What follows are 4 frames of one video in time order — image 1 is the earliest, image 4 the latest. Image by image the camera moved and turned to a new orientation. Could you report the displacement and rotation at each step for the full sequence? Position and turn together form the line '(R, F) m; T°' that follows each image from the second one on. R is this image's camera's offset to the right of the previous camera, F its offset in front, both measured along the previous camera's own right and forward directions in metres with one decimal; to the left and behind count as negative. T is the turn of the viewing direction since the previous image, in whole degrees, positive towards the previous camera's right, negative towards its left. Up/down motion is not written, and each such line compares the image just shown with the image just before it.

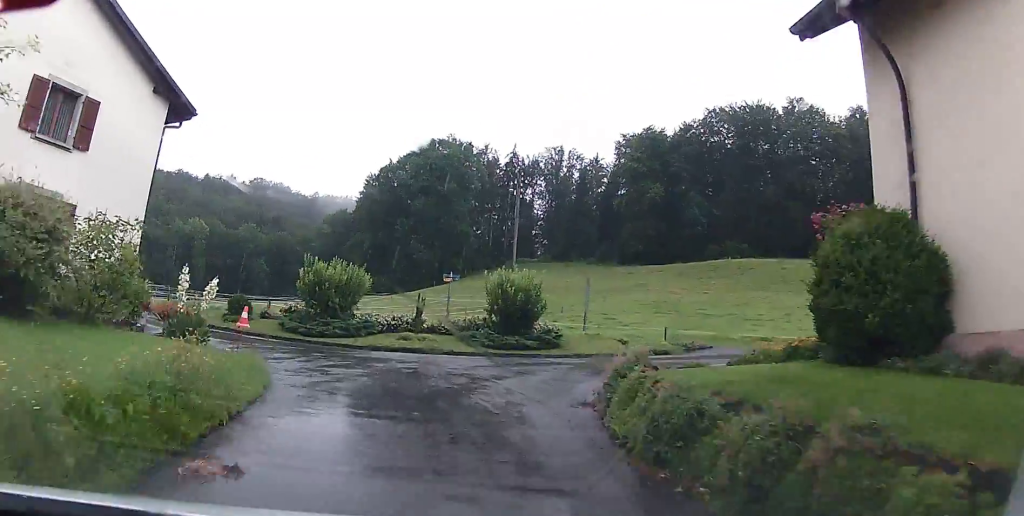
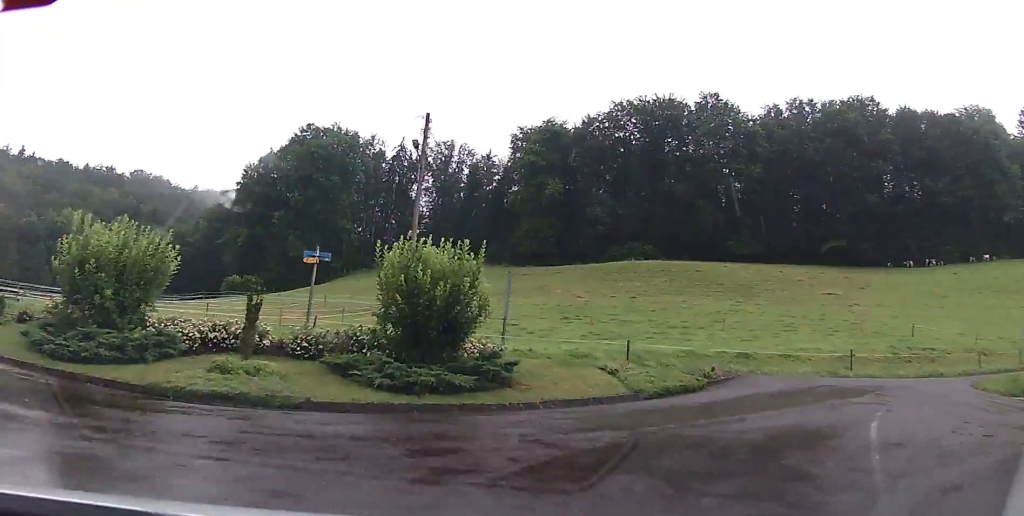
(+1.4, +10.0) m; +22°
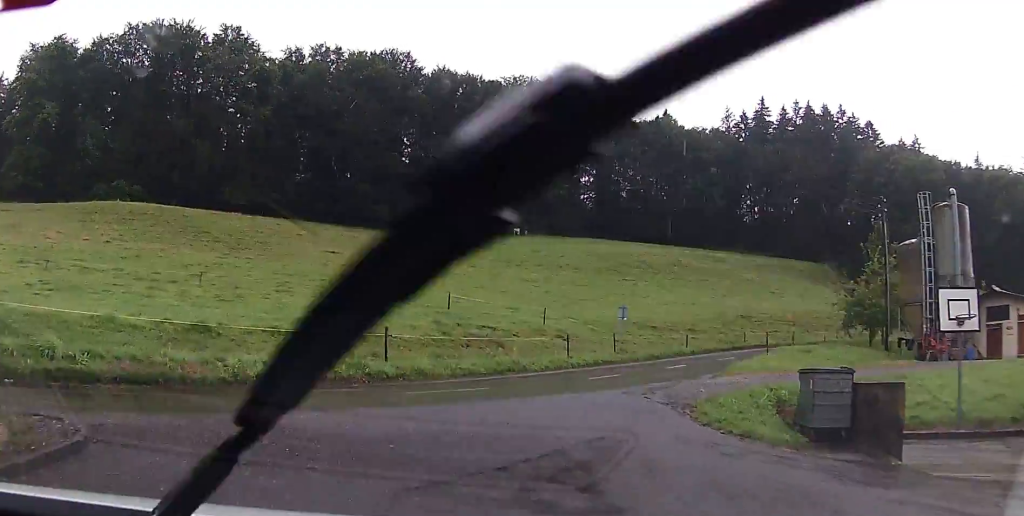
(+4.2, +10.5) m; +36°
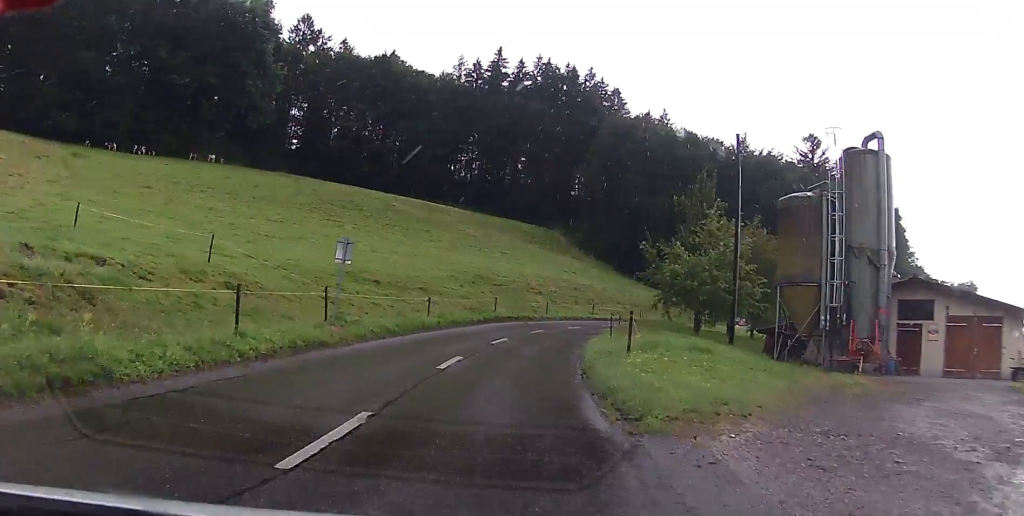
(+3.9, +16.3) m; +25°
